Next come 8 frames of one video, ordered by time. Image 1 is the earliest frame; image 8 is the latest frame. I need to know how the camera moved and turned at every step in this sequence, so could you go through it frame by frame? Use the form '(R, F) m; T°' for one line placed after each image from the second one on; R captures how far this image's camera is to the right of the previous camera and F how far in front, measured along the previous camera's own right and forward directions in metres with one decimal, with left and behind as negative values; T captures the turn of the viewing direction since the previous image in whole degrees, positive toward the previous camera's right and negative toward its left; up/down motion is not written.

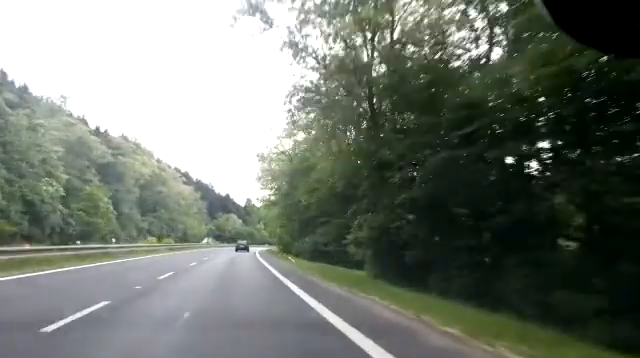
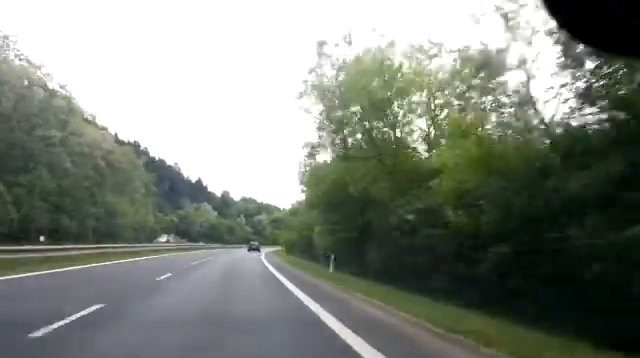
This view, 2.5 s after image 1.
(+0.9, +63.0) m; +2°
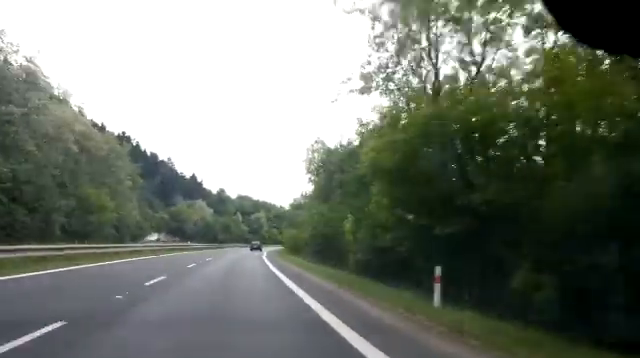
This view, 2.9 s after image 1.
(+0.1, +10.8) m; 0°
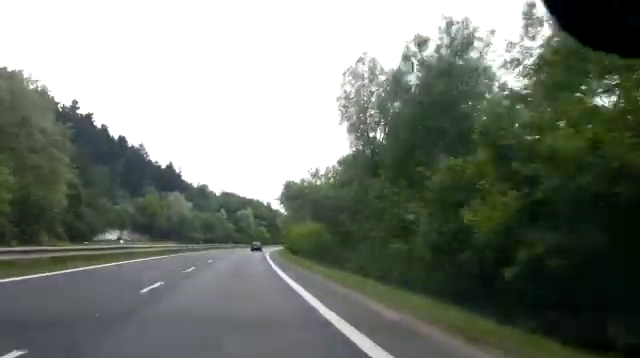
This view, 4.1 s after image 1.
(+0.1, +28.6) m; +2°
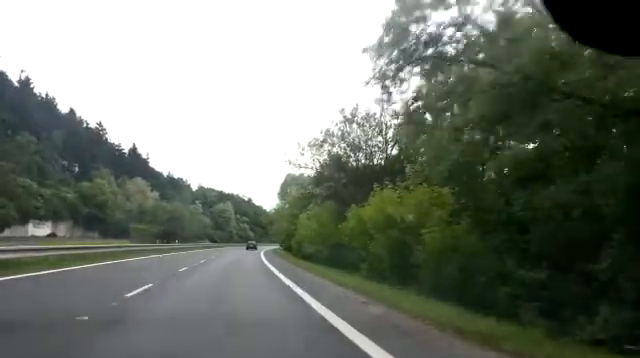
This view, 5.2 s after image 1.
(+1.0, +27.7) m; +3°
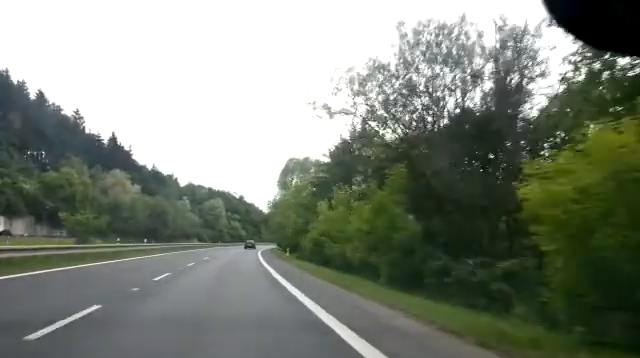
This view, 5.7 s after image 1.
(-0.1, +13.5) m; +1°
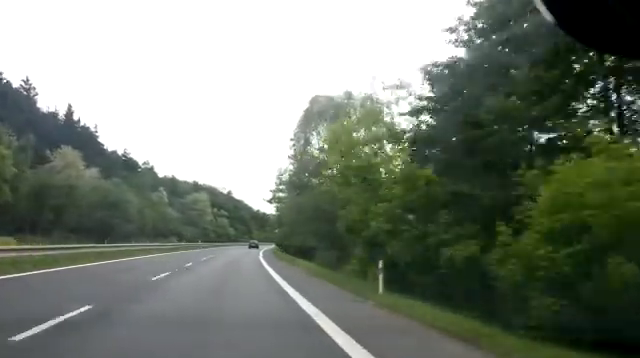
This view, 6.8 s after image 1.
(+0.8, +26.8) m; +2°
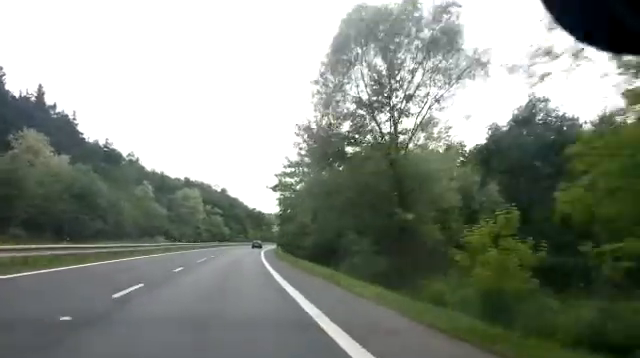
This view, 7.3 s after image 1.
(0.0, +13.4) m; 0°
